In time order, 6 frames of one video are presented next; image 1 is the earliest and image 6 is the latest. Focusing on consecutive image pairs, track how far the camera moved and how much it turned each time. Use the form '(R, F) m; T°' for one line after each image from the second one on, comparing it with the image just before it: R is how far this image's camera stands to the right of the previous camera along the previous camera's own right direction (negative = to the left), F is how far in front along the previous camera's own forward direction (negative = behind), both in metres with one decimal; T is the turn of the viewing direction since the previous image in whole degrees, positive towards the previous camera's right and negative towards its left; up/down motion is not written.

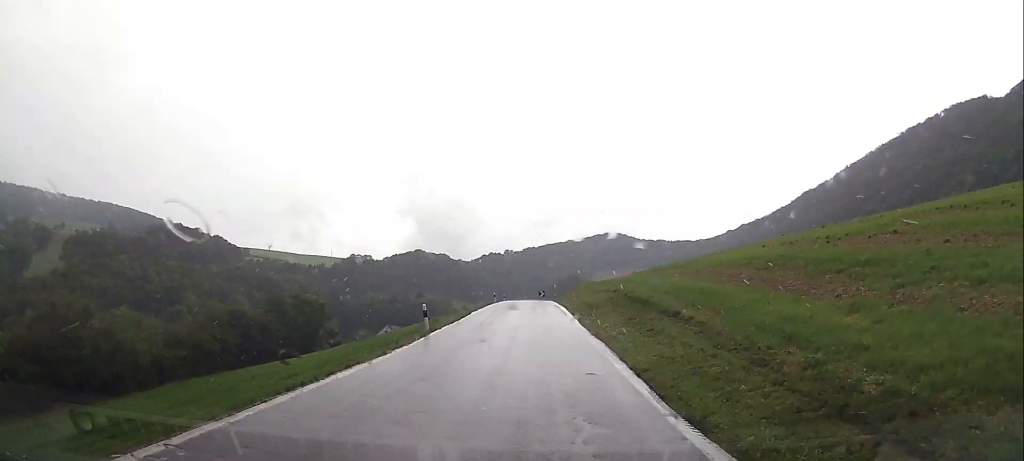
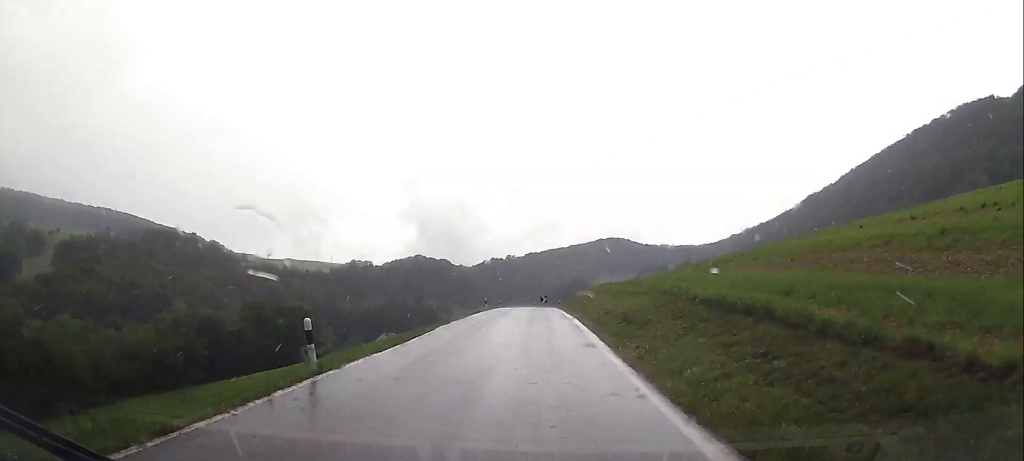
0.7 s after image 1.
(+0.3, +11.7) m; 0°
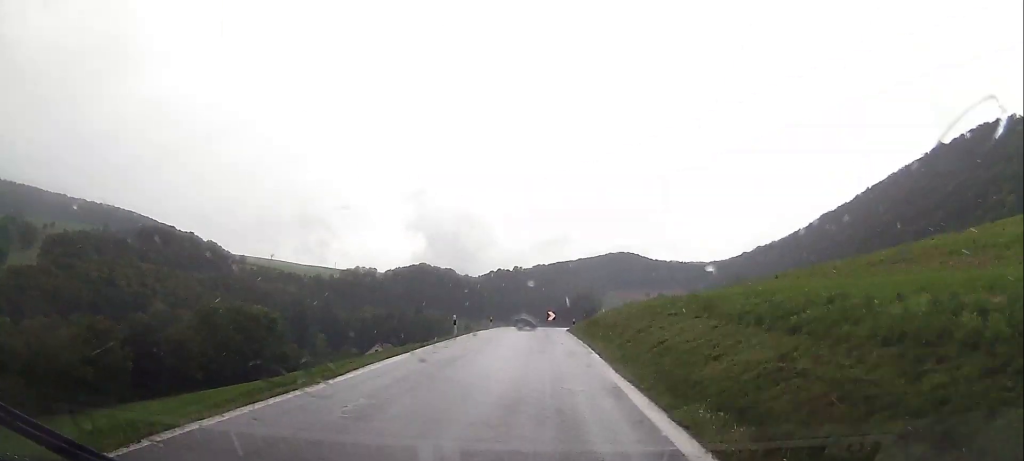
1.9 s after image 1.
(-0.5, +22.0) m; -2°
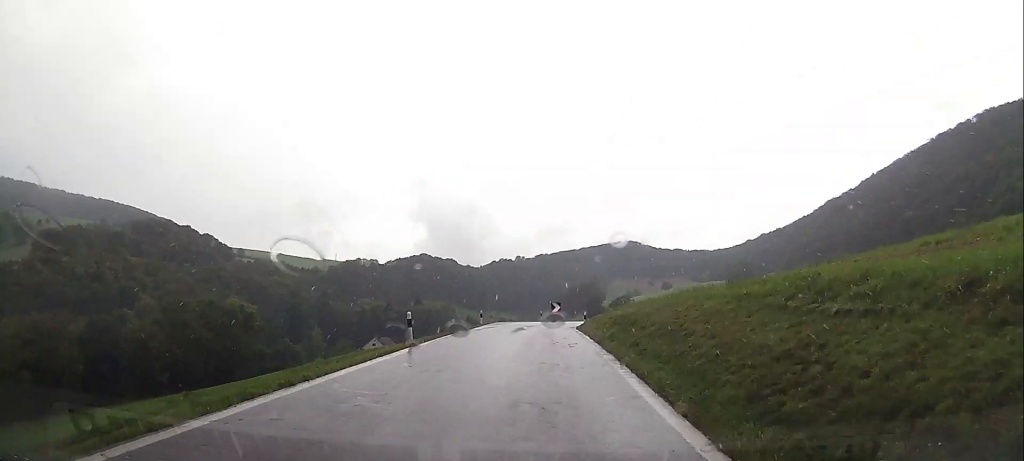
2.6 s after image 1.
(0.0, +11.9) m; 0°
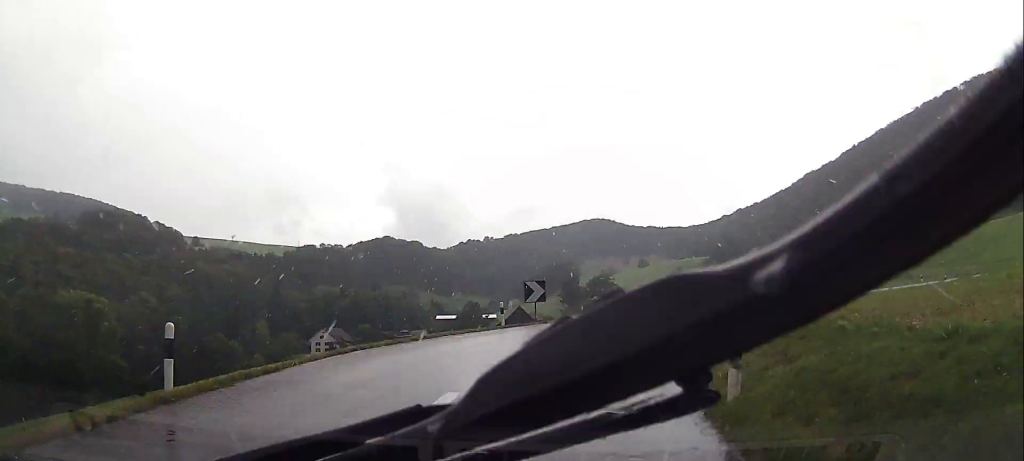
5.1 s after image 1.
(0.0, +39.1) m; +1°
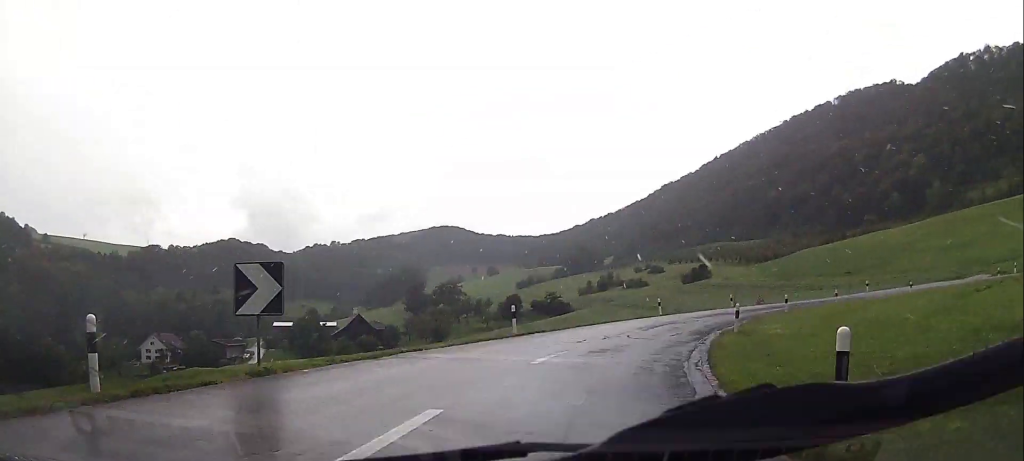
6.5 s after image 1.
(+0.5, +19.8) m; +5°
